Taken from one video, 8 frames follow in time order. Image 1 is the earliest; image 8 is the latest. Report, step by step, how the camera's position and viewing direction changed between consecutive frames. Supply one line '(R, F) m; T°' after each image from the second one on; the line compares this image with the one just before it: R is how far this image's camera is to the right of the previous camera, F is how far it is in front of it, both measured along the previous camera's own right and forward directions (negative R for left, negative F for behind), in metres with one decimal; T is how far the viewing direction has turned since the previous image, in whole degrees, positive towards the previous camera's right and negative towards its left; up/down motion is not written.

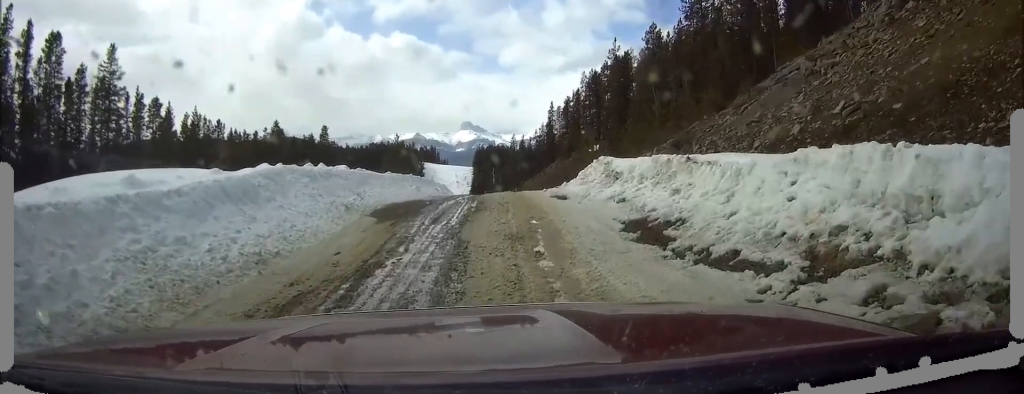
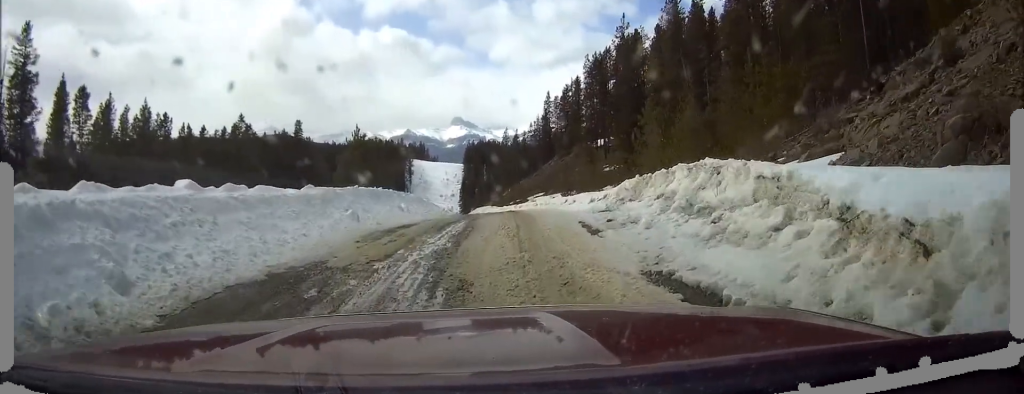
(-0.2, +12.5) m; -2°
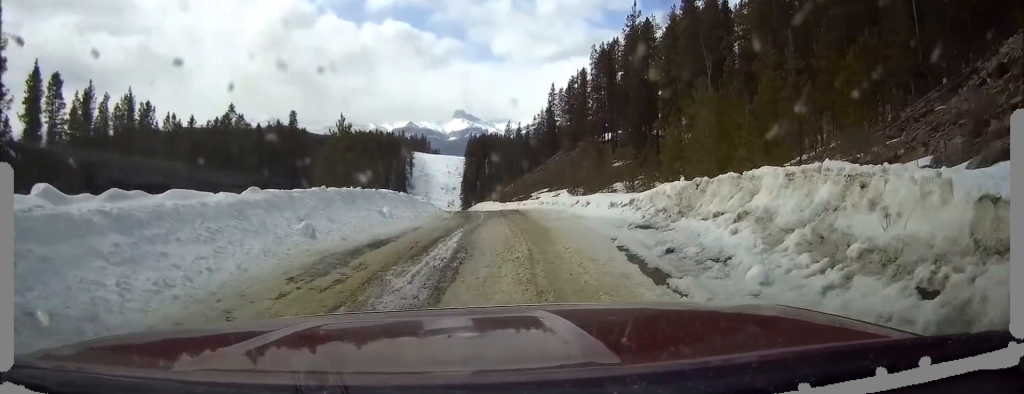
(0.0, +4.7) m; 0°
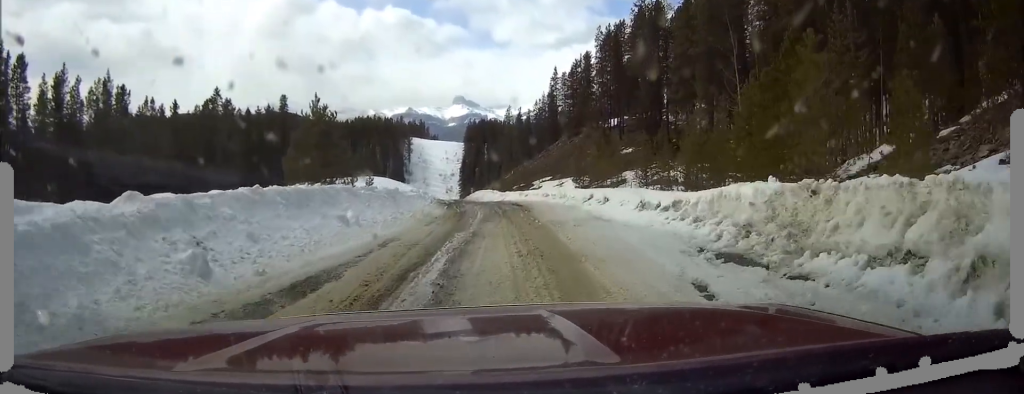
(0.0, +5.2) m; +1°
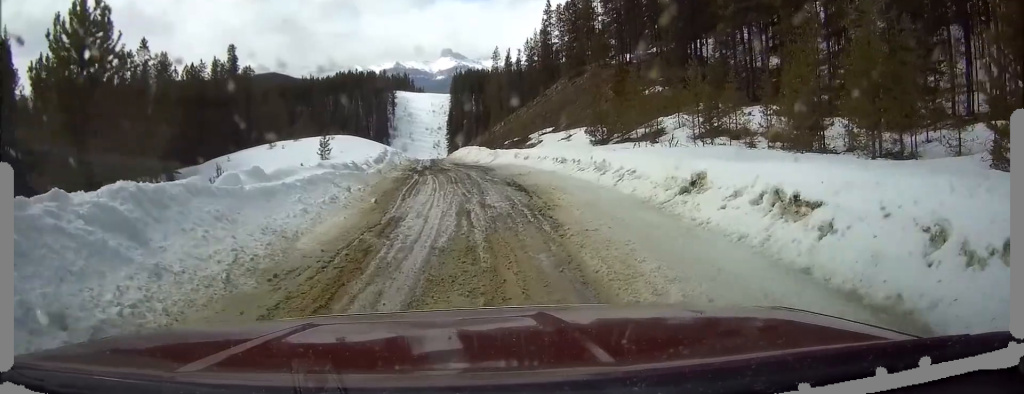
(+0.9, +17.2) m; +4°
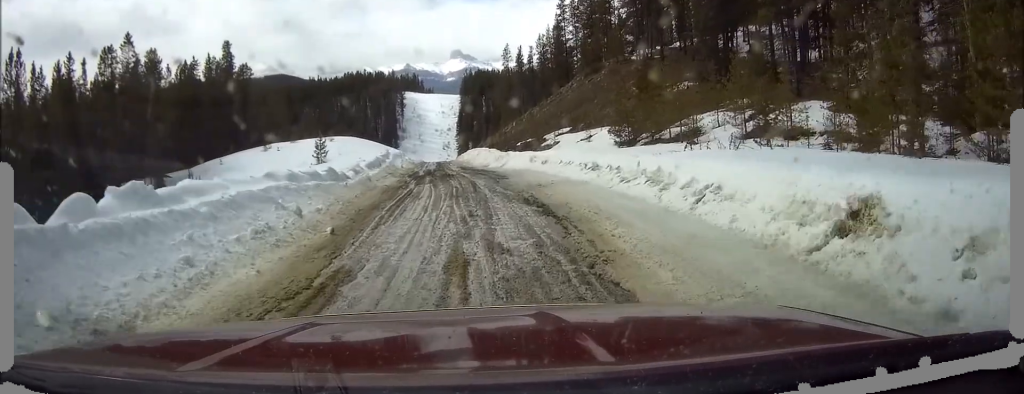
(-0.1, +5.4) m; -2°
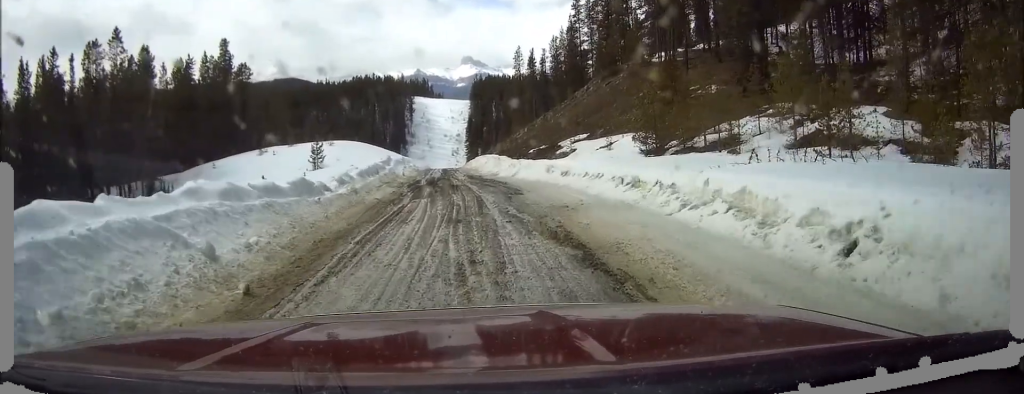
(-0.1, +4.3) m; -1°
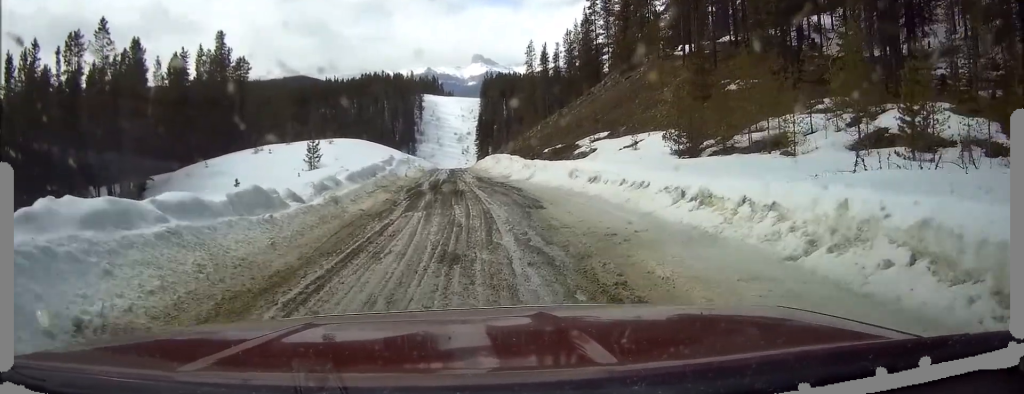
(0.0, +4.3) m; -1°
